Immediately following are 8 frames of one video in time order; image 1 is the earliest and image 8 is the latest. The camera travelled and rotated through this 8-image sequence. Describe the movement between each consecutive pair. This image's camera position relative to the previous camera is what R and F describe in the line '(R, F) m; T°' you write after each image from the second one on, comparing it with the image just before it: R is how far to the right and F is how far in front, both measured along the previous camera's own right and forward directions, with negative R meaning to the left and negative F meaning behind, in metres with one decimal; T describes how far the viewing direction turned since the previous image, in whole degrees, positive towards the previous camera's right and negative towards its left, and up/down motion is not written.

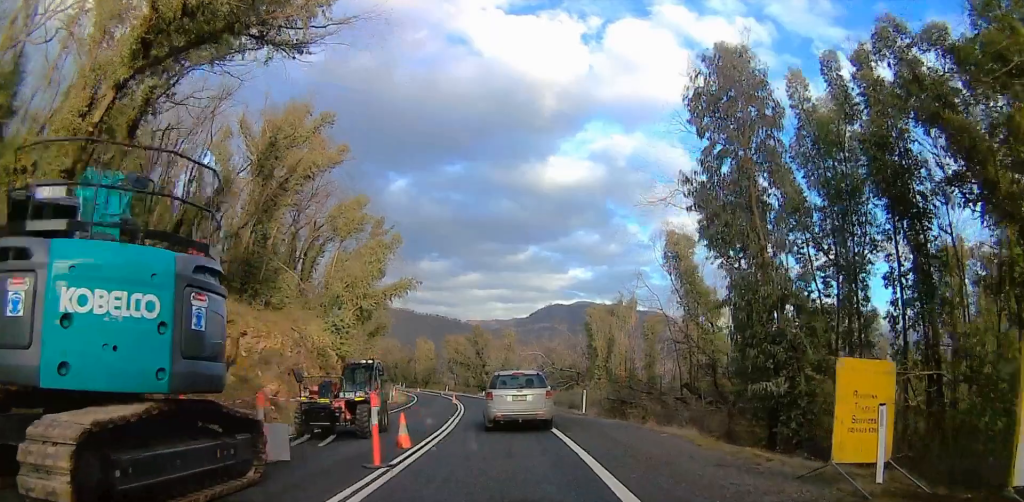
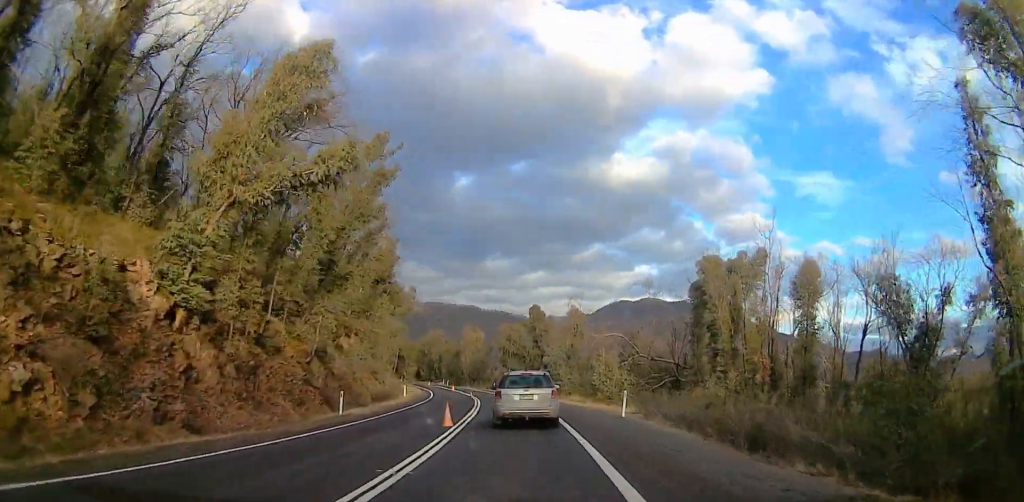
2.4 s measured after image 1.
(-0.6, +26.9) m; -6°
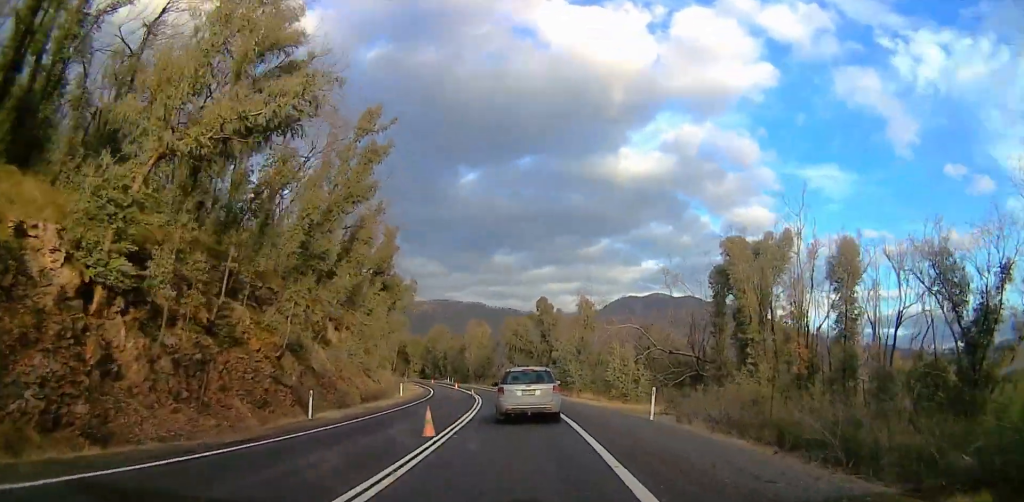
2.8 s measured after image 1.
(-0.1, +4.7) m; -1°
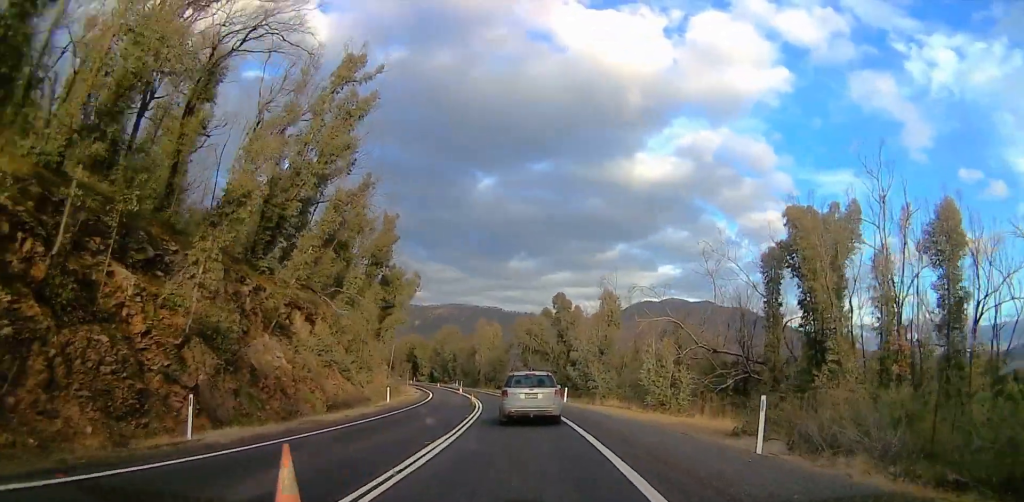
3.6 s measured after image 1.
(-0.7, +9.2) m; -1°
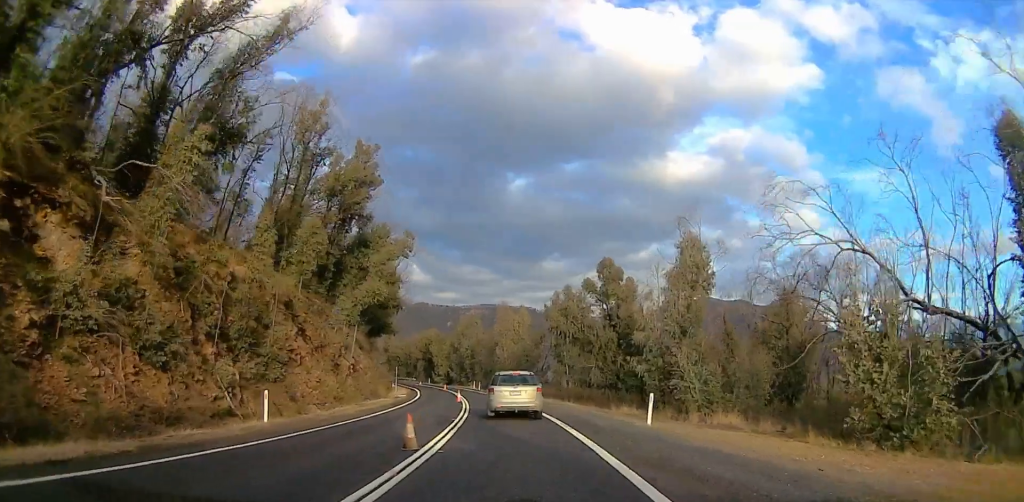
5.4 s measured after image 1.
(-0.1, +24.1) m; -10°
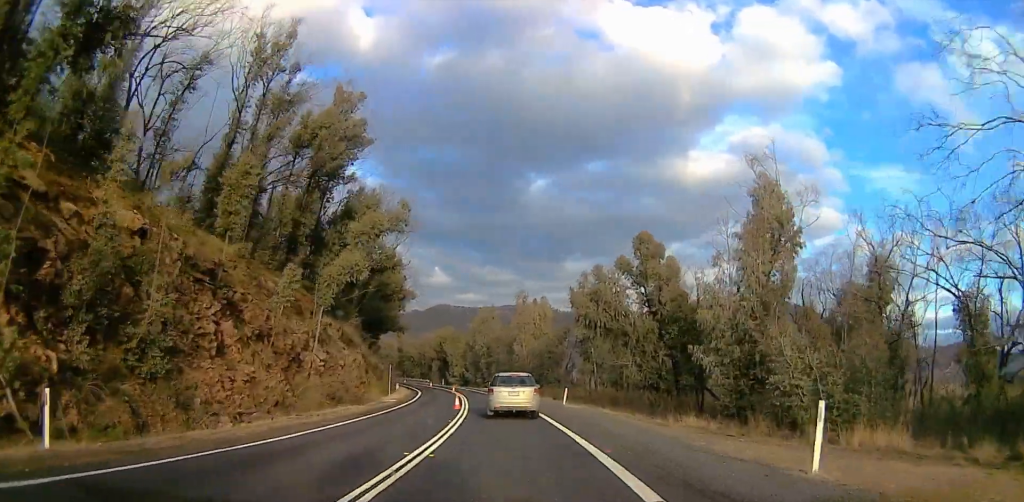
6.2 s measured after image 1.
(-1.2, +11.4) m; +3°
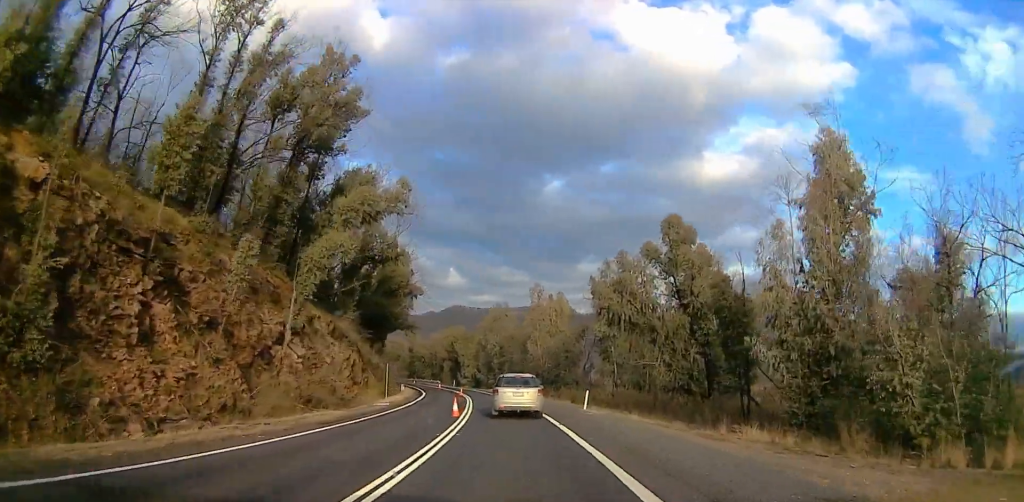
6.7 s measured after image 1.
(-0.8, +6.0) m; +3°
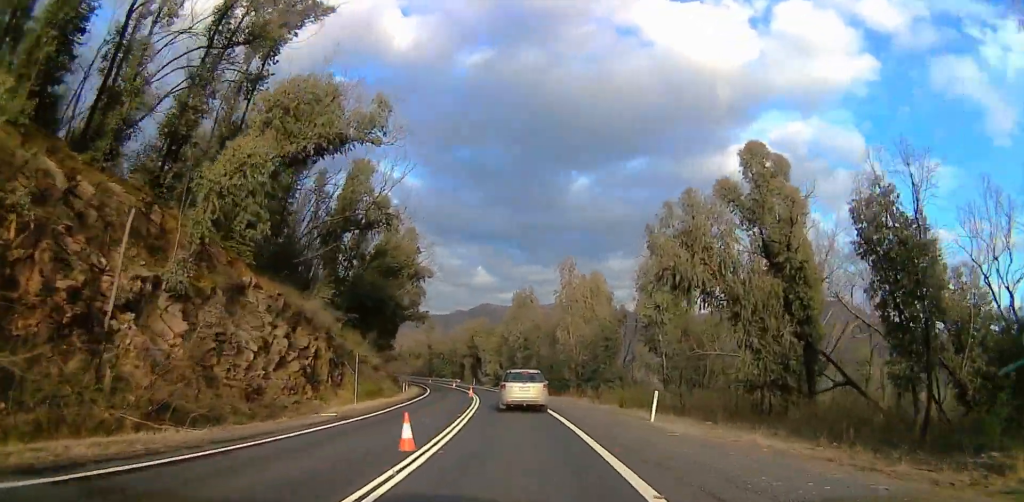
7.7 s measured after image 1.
(+3.1, +13.4) m; +2°
